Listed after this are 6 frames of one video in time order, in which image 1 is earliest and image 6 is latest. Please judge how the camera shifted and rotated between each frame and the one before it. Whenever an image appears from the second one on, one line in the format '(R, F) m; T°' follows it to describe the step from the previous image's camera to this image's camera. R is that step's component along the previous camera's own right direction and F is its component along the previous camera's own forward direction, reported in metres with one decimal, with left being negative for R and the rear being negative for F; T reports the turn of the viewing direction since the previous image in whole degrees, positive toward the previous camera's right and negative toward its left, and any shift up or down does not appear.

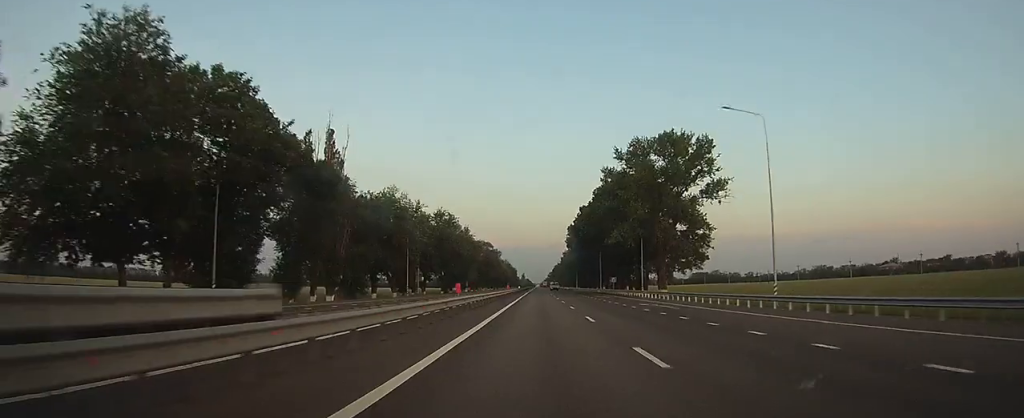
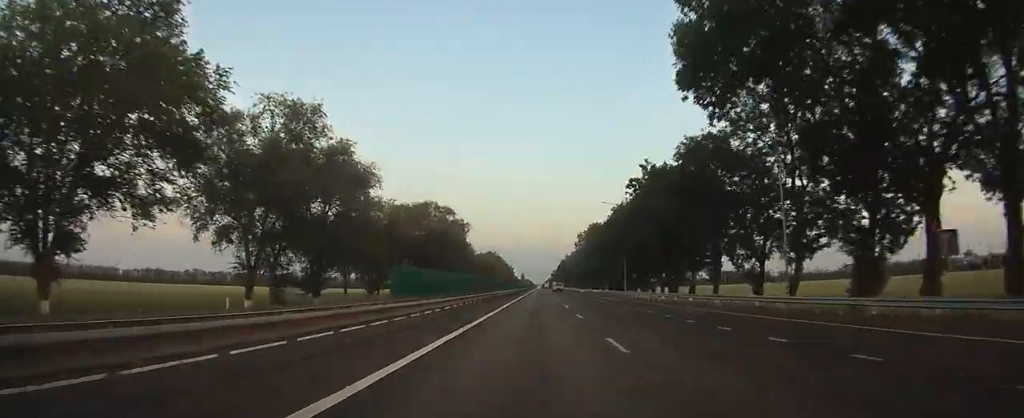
(+0.3, +93.7) m; 0°
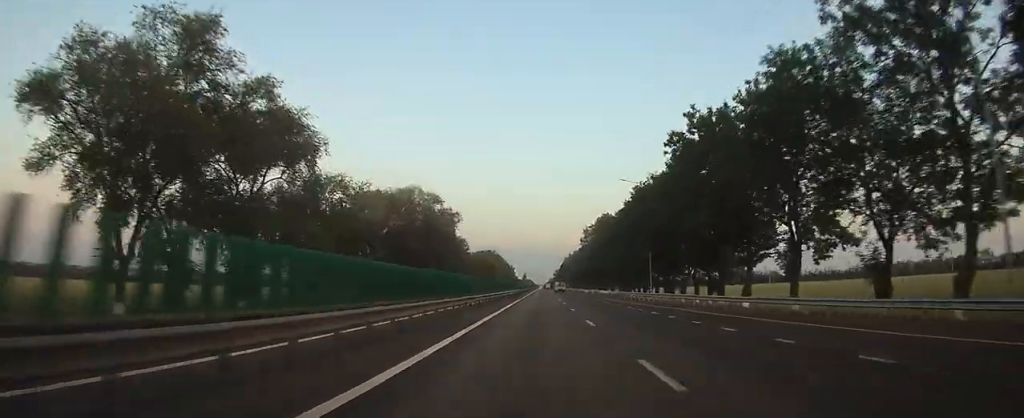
(0.0, +16.1) m; 0°
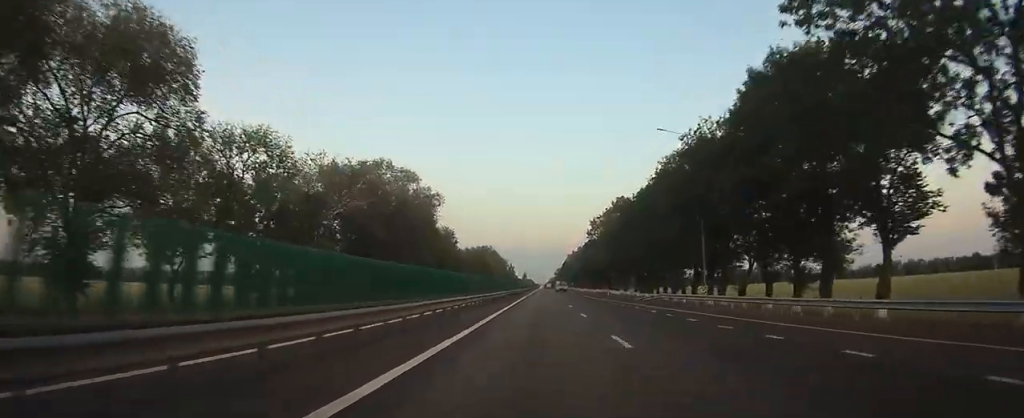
(-0.1, +19.2) m; 0°
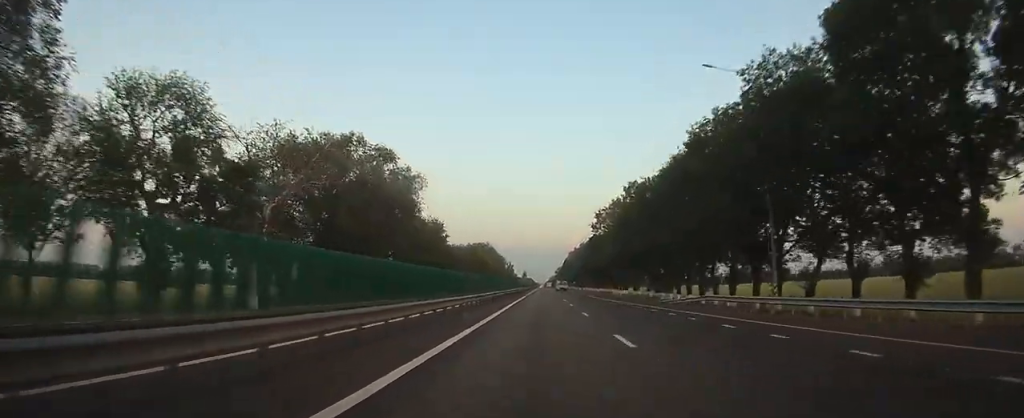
(0.0, +12.1) m; 0°
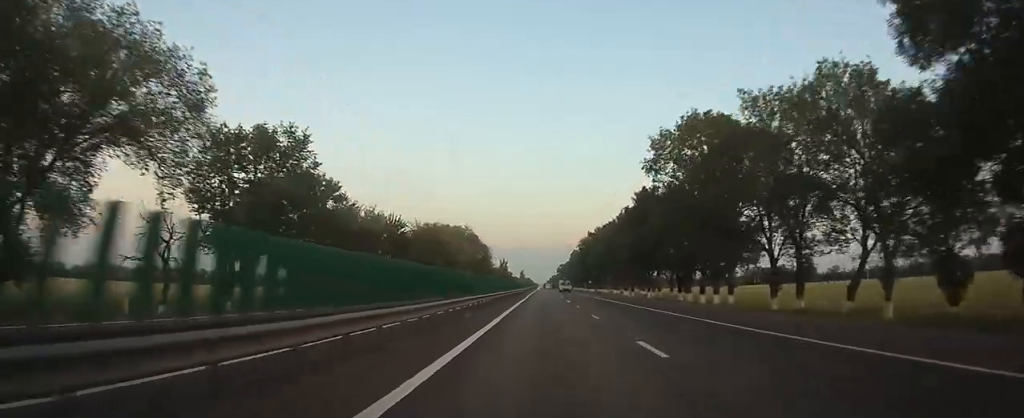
(-0.1, +61.7) m; 0°
